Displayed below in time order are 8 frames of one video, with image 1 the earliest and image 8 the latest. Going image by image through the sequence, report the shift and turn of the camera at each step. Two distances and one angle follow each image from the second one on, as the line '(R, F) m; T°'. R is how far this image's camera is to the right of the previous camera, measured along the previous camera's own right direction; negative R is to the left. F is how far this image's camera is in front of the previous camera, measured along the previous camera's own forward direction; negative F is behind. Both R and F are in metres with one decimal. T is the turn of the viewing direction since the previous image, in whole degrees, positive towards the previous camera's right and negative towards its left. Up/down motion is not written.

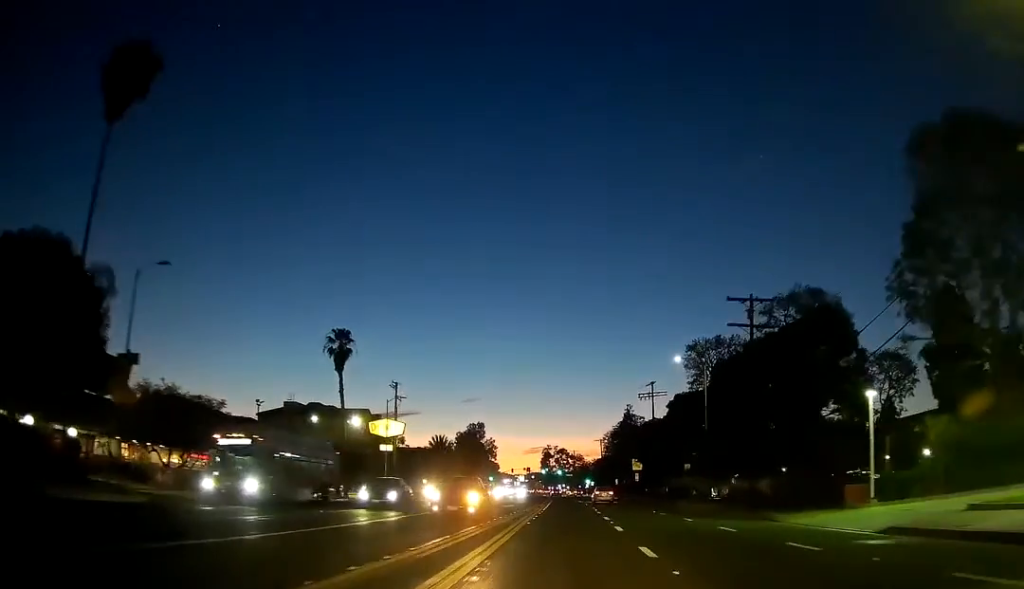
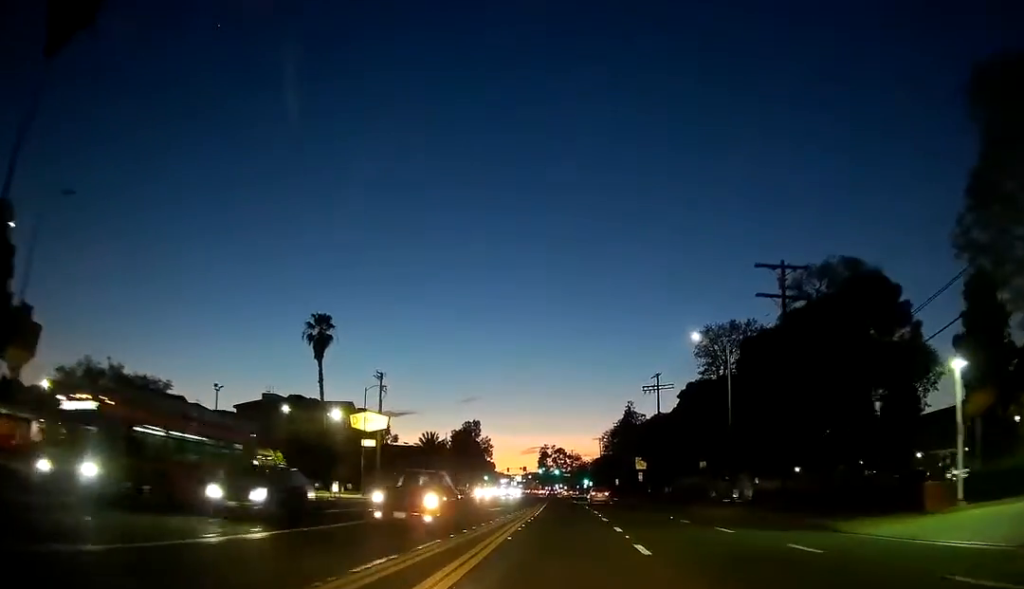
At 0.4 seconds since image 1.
(0.0, +7.4) m; 0°
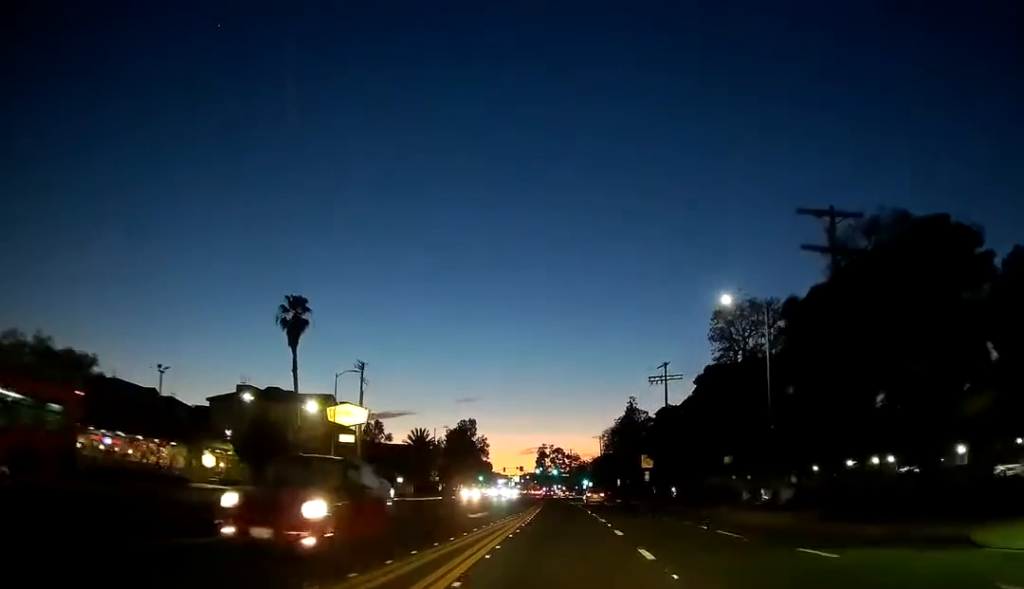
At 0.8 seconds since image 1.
(-0.1, +8.1) m; +1°
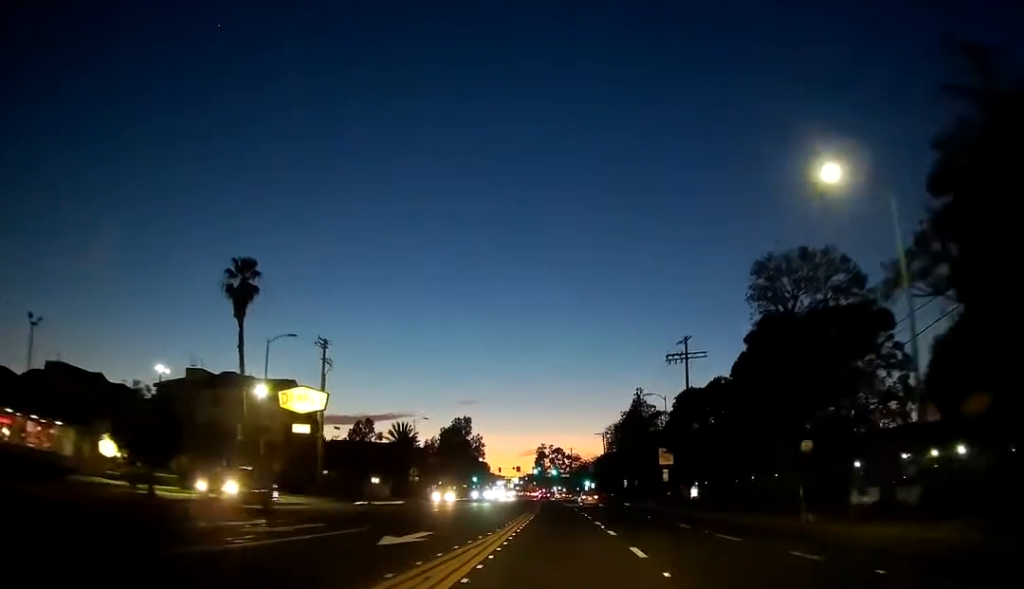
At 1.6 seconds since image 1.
(+0.1, +14.4) m; +1°
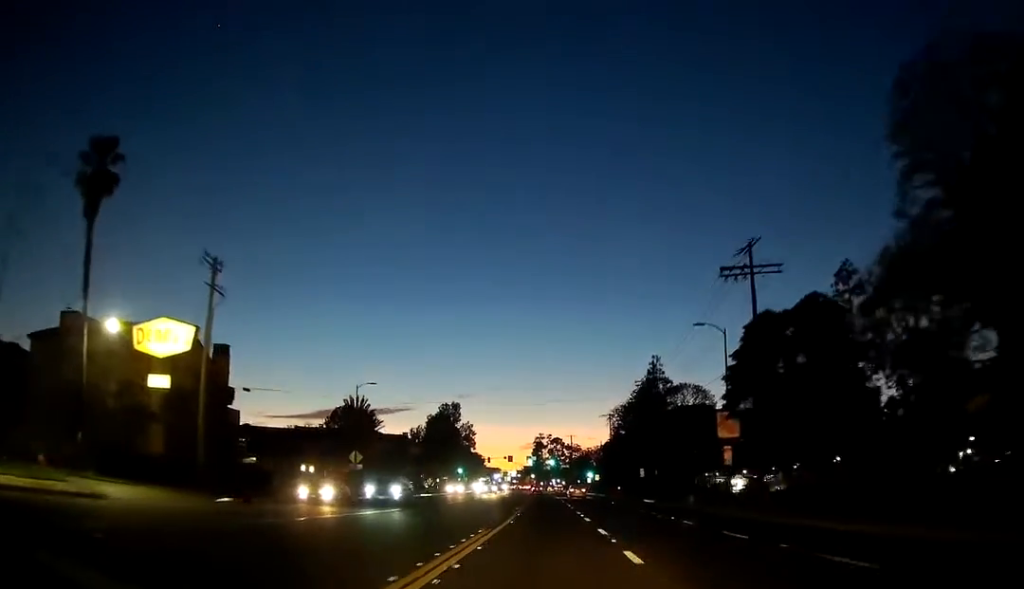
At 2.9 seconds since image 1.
(+0.4, +24.2) m; +1°
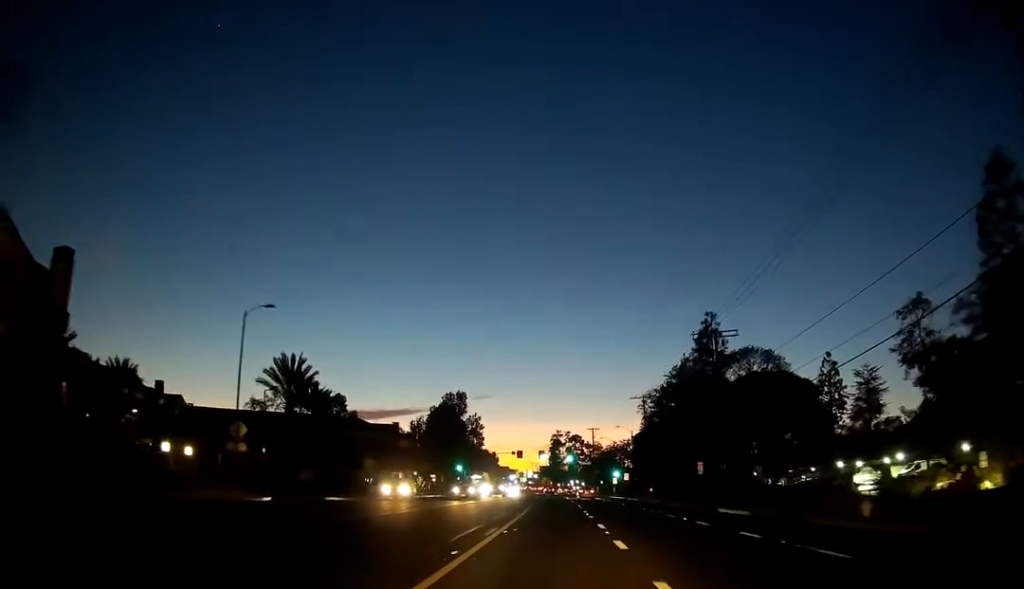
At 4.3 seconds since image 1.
(-0.3, +27.7) m; -1°
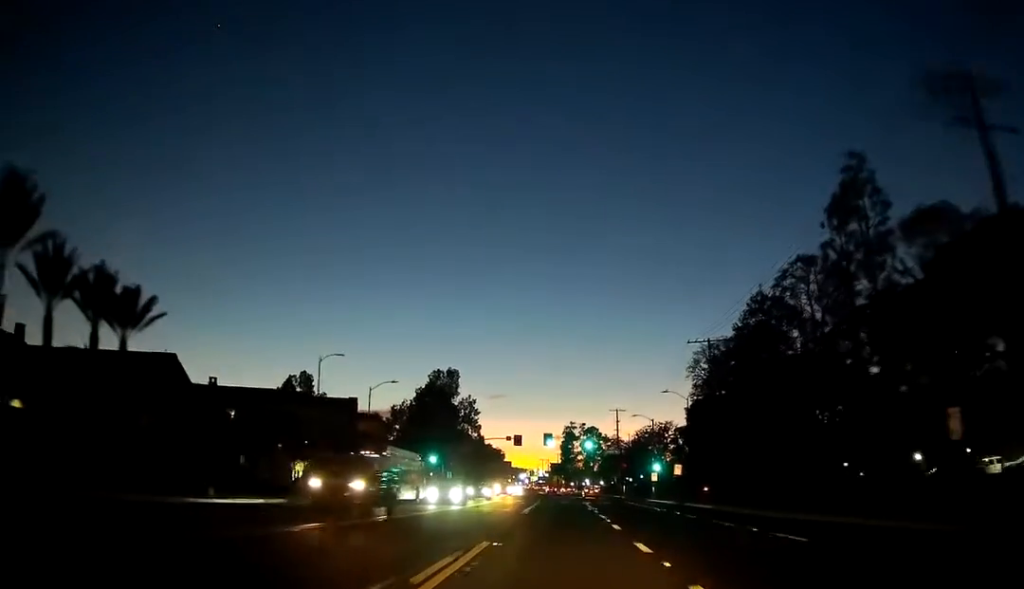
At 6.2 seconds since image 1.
(-0.6, +38.6) m; -2°
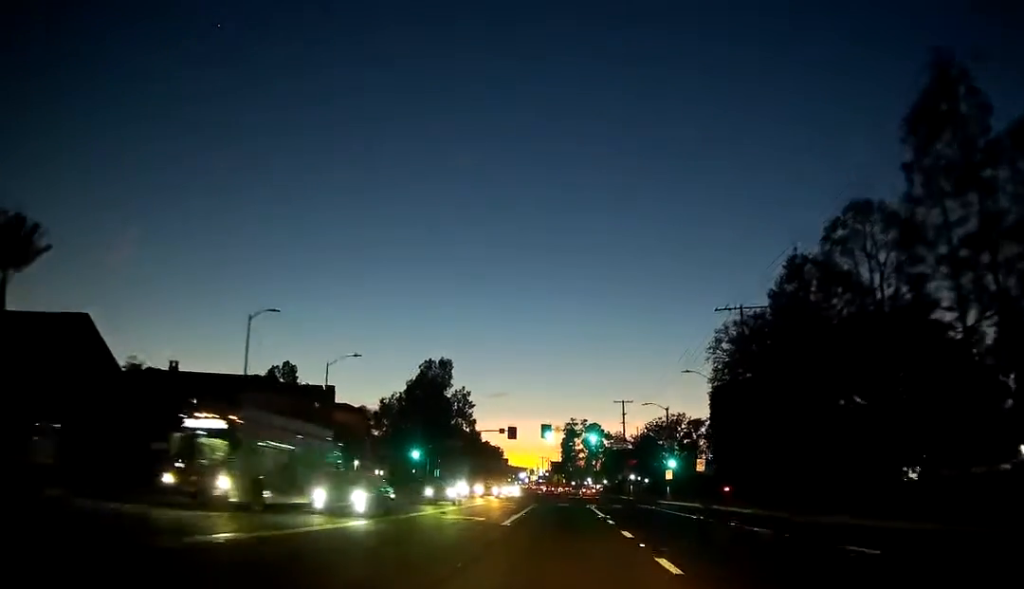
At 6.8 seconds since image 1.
(-0.2, +12.1) m; 0°
